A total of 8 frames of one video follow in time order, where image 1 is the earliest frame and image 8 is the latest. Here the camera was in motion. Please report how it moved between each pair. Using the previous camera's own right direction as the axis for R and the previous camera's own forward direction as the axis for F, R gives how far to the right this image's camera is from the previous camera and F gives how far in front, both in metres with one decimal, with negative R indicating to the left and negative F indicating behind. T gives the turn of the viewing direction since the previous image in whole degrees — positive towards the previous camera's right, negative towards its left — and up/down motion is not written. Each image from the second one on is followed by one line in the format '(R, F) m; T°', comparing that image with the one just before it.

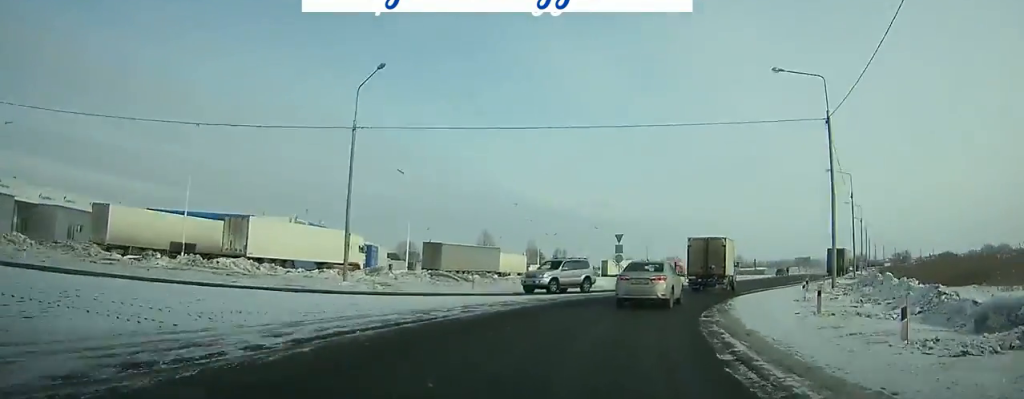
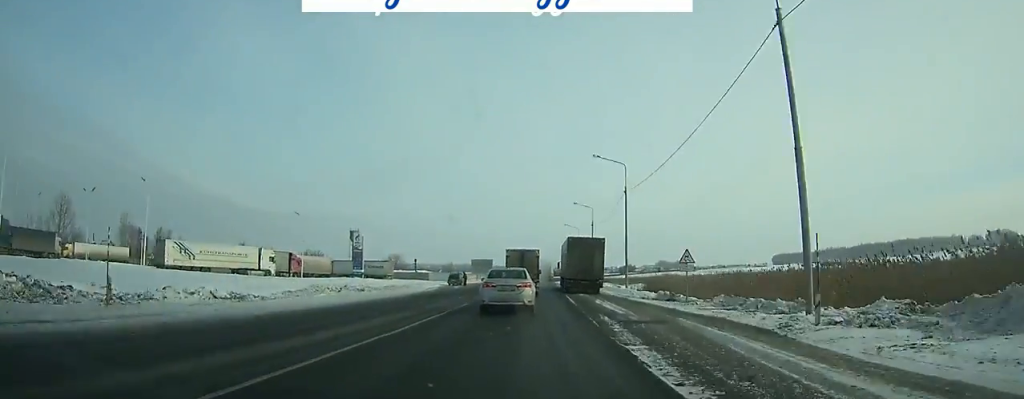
(+11.3, +47.5) m; +19°
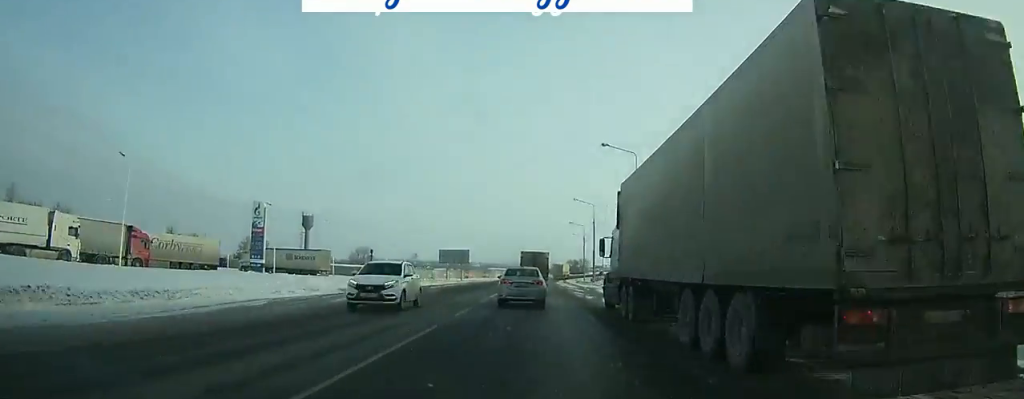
(+1.0, +37.3) m; +2°
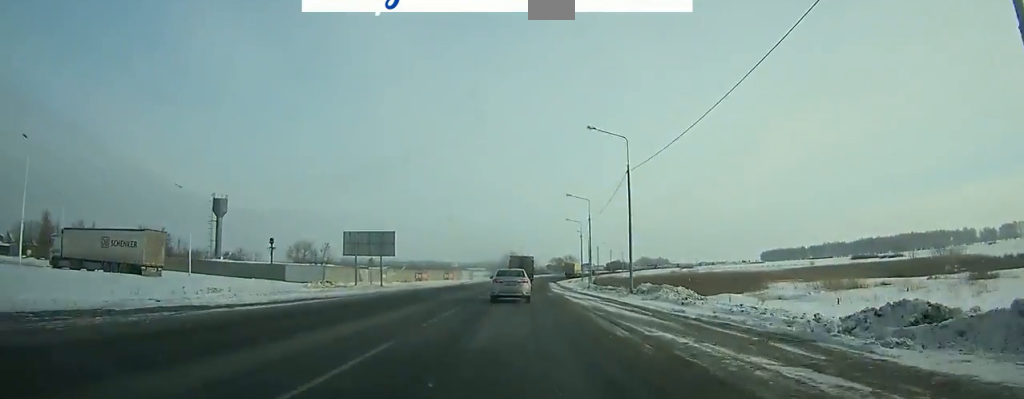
(+0.4, +40.6) m; +1°
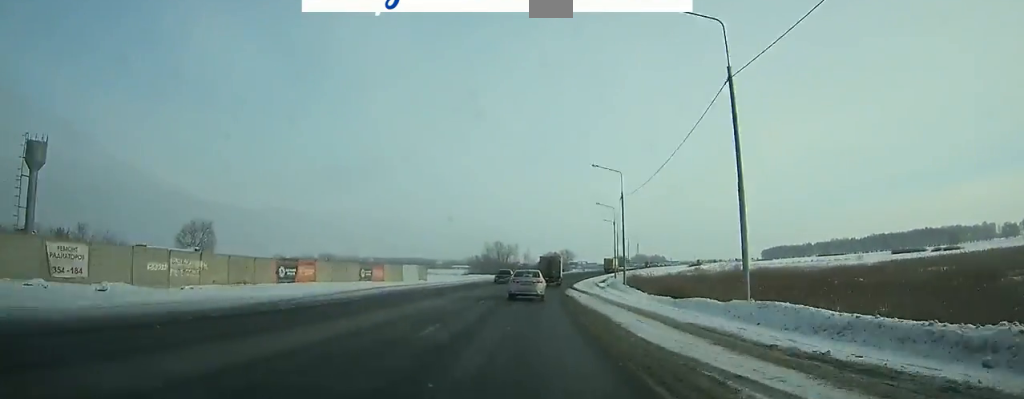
(+0.9, +55.8) m; +3°
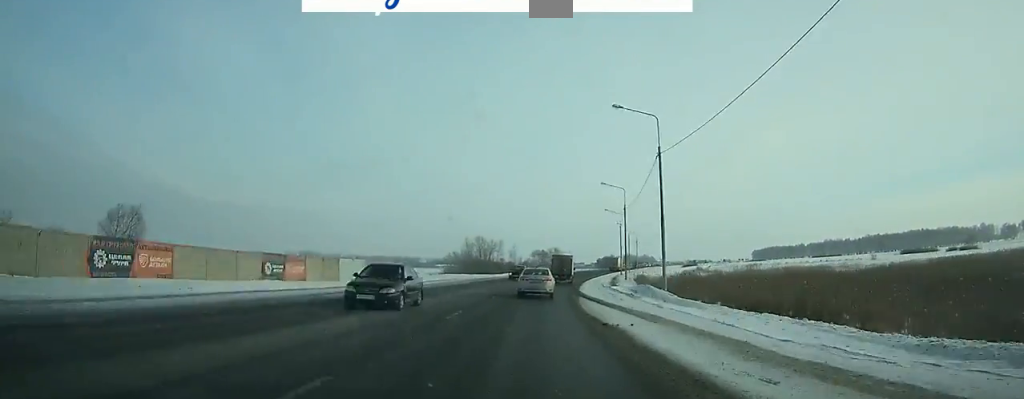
(-0.4, +20.5) m; +2°
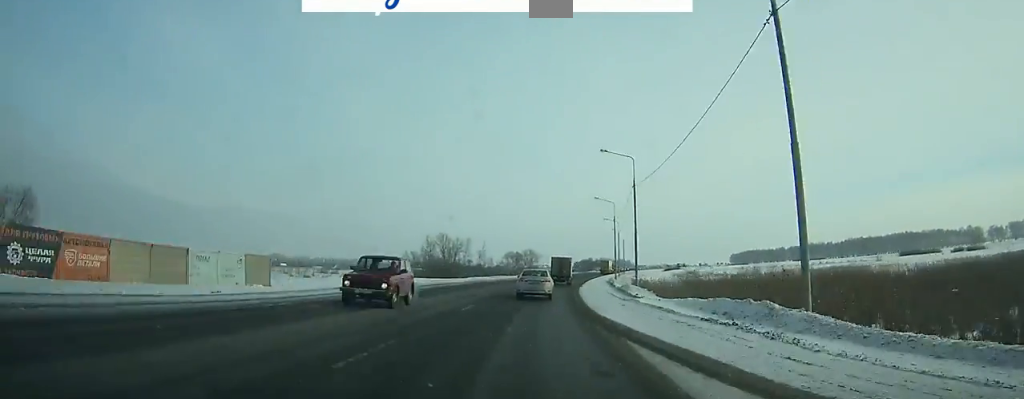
(+1.0, +21.6) m; +2°
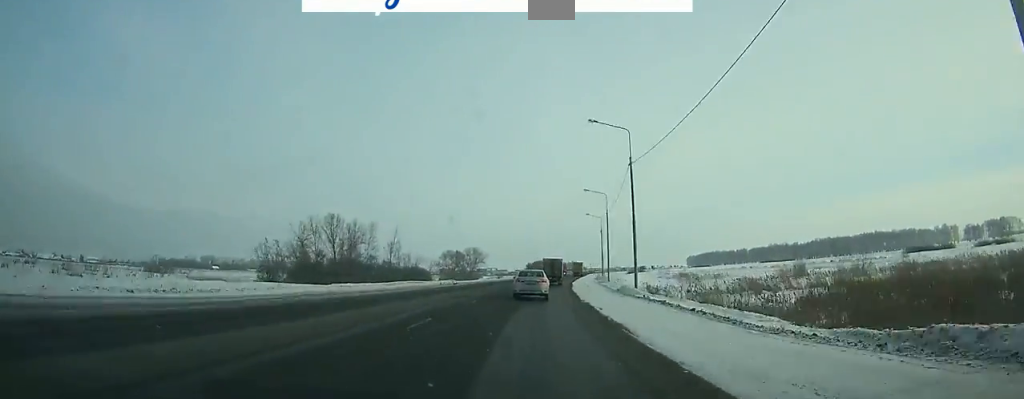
(+1.7, +43.6) m; +4°
